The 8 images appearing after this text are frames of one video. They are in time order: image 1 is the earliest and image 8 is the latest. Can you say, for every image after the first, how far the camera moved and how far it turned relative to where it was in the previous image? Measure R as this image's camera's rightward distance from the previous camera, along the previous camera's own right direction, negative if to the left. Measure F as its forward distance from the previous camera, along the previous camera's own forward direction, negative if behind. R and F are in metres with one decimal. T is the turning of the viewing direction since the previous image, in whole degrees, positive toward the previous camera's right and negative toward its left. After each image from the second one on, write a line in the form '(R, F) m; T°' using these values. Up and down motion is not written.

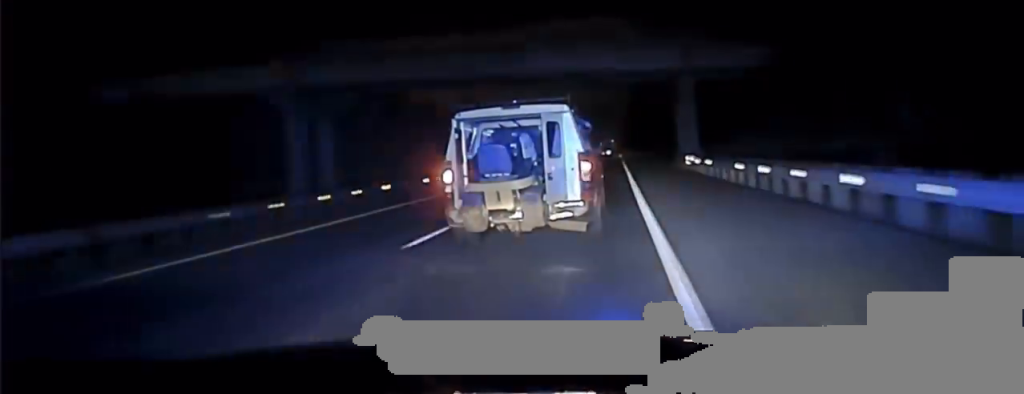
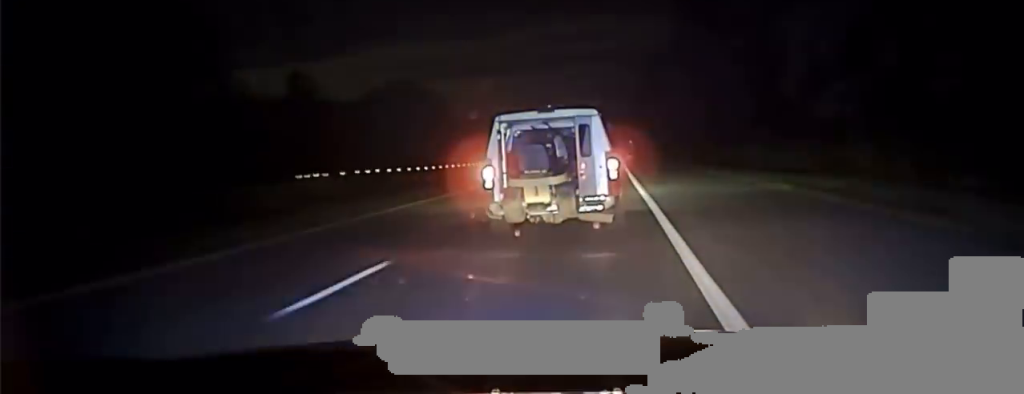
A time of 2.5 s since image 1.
(+0.3, +92.5) m; +1°
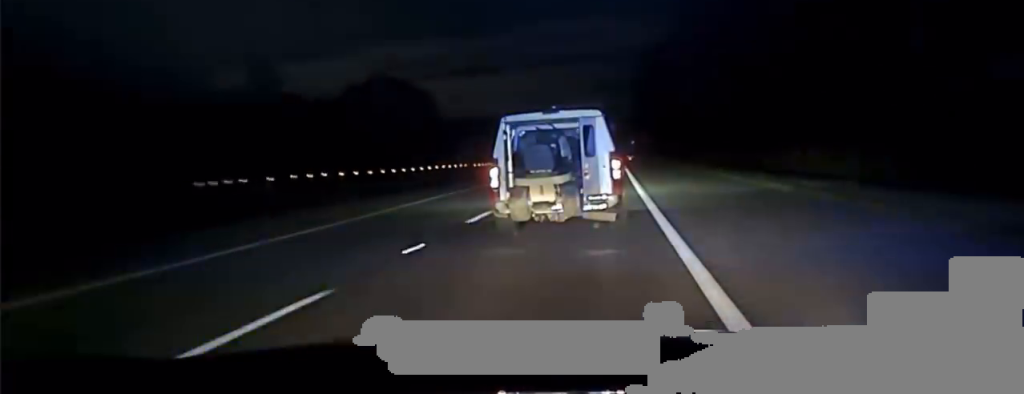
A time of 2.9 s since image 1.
(+0.1, +16.4) m; 0°
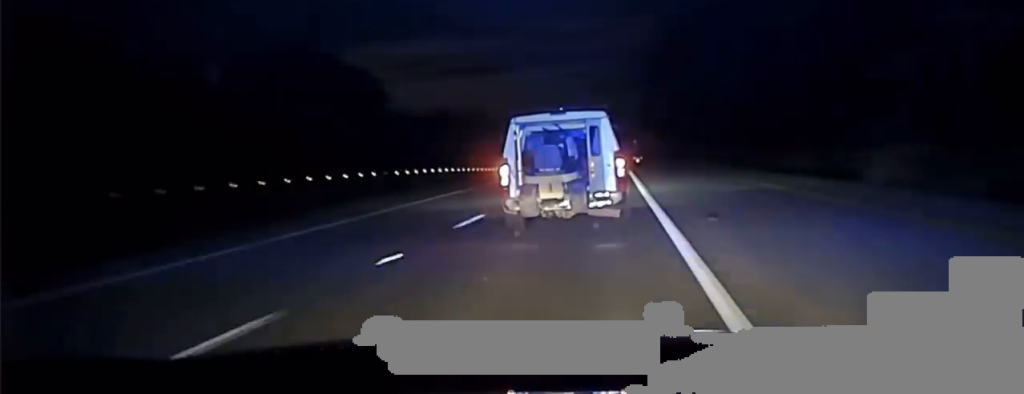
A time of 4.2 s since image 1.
(-0.4, +59.6) m; 0°
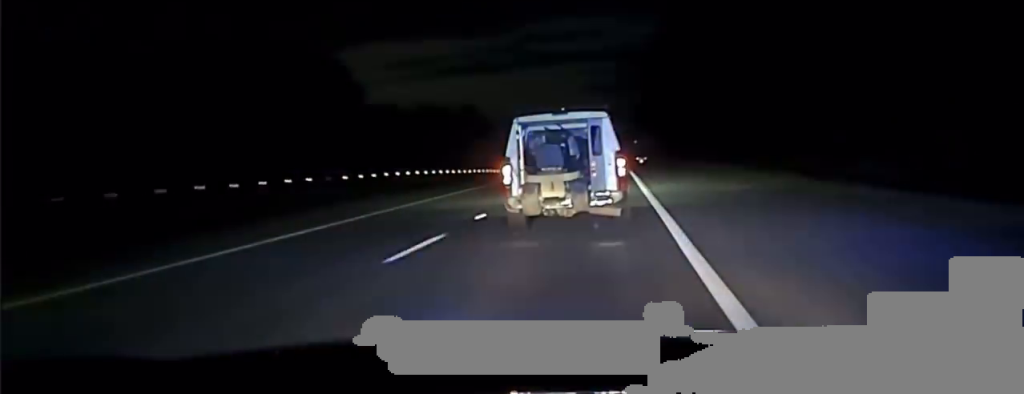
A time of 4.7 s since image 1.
(0.0, +18.8) m; 0°
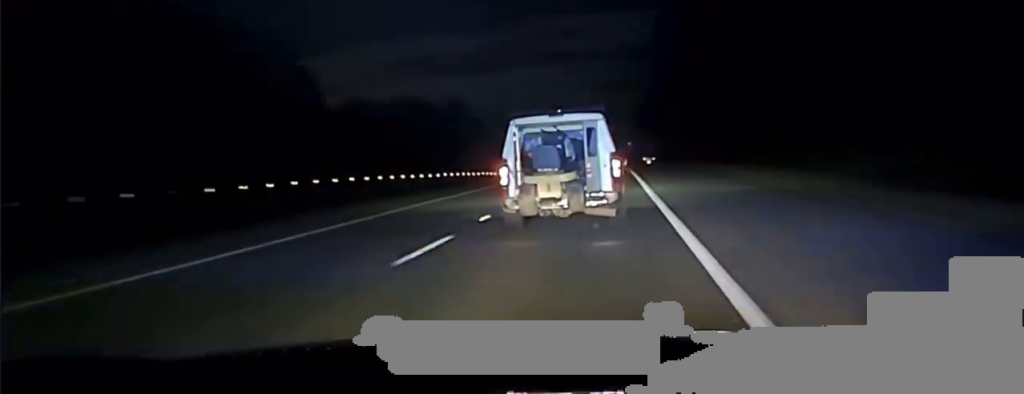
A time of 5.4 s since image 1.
(0.0, +26.1) m; 0°
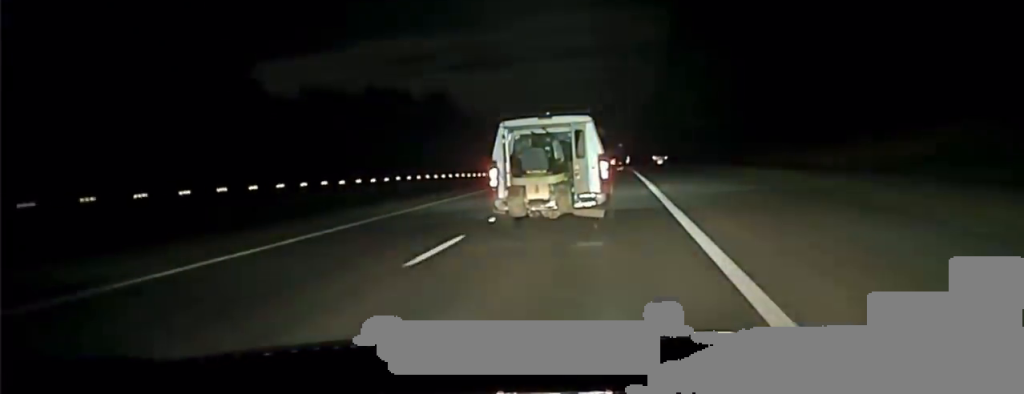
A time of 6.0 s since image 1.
(0.0, +24.2) m; 0°
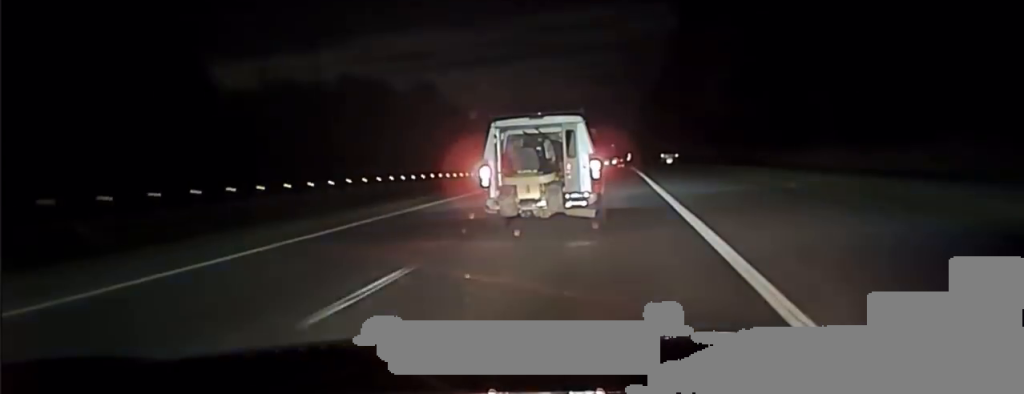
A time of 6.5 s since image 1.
(0.0, +14.5) m; 0°
